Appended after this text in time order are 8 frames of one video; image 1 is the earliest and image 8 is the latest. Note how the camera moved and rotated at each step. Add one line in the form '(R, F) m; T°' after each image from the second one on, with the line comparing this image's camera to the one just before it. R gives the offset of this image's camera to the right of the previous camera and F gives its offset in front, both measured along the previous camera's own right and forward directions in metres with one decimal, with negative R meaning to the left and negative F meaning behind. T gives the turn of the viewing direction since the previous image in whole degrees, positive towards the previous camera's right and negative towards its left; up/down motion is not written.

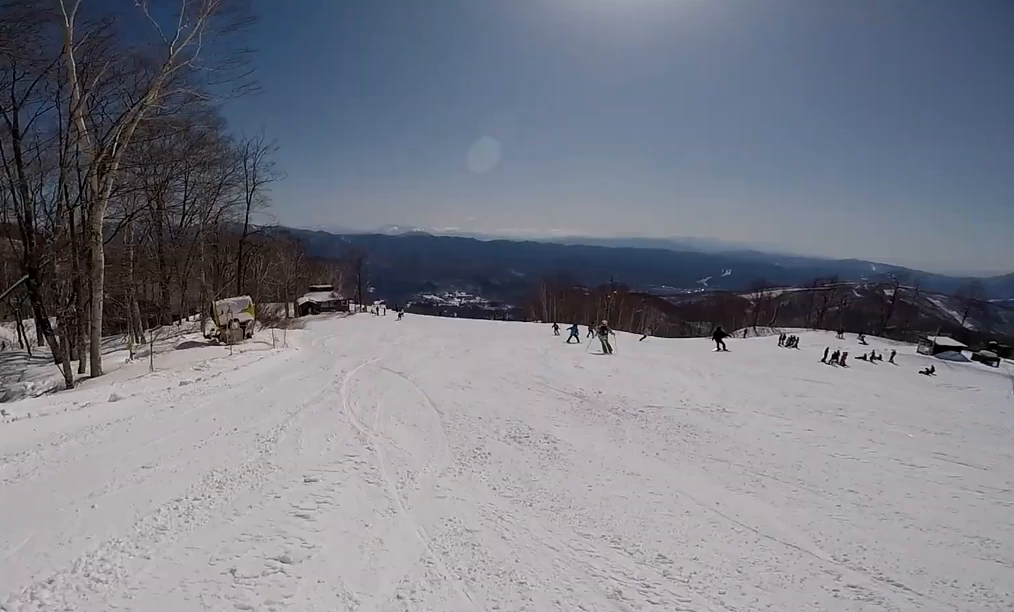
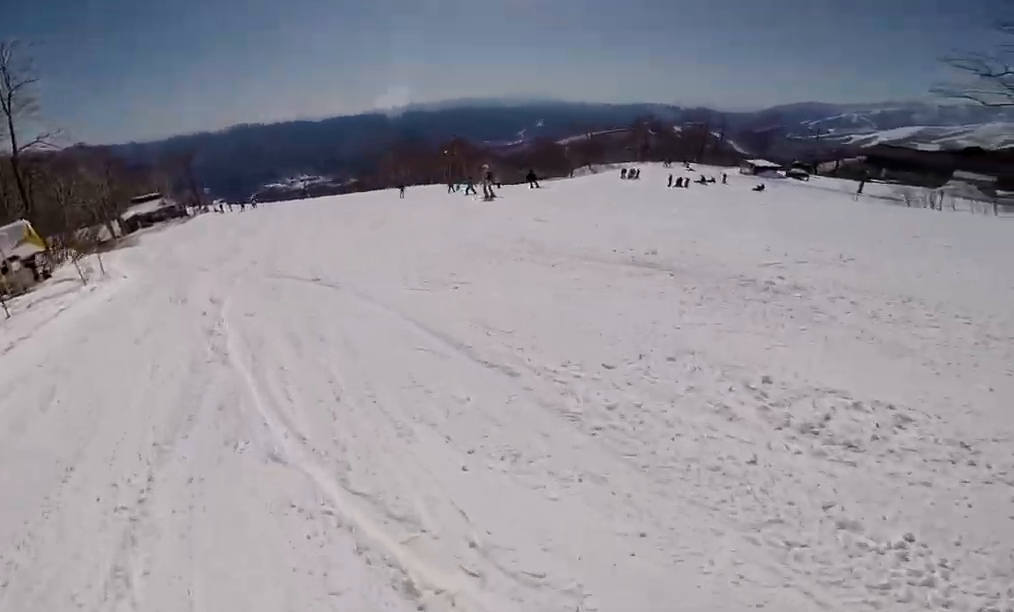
(+0.3, +4.8) m; -2°
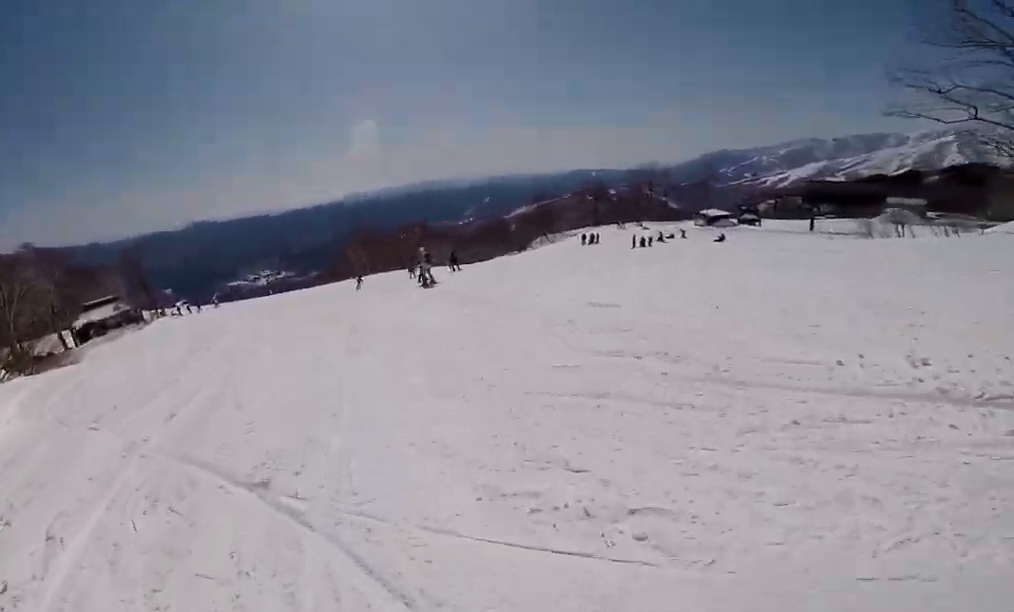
(-0.4, +3.5) m; -6°
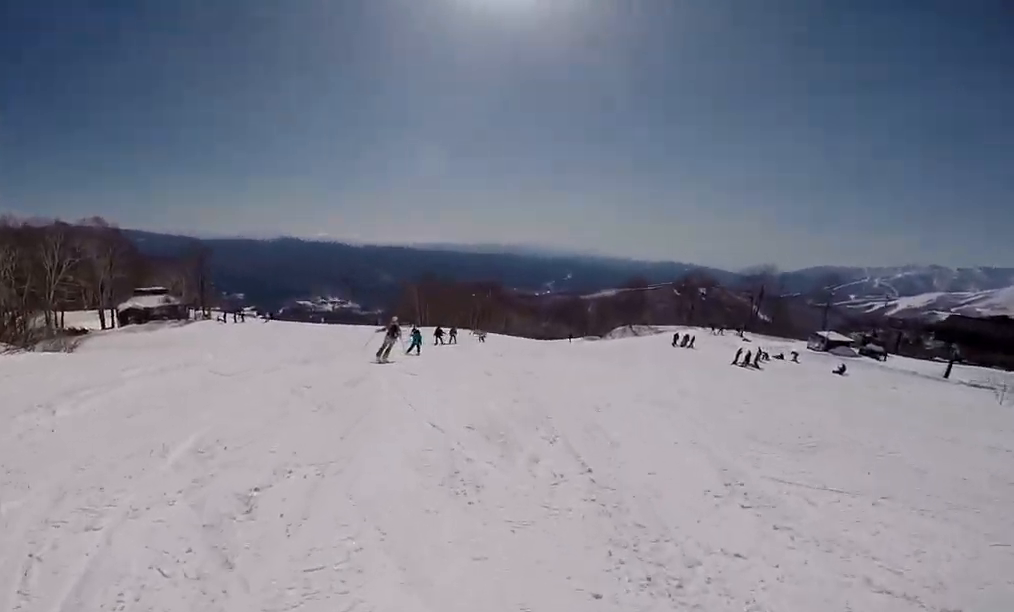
(-0.2, +5.5) m; -3°
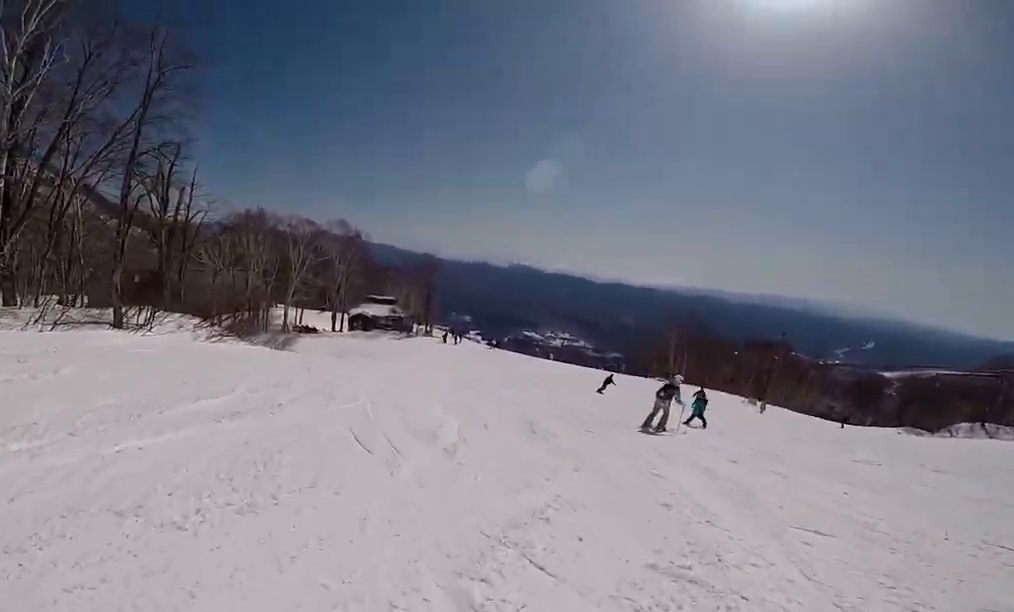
(0.0, +5.9) m; 0°
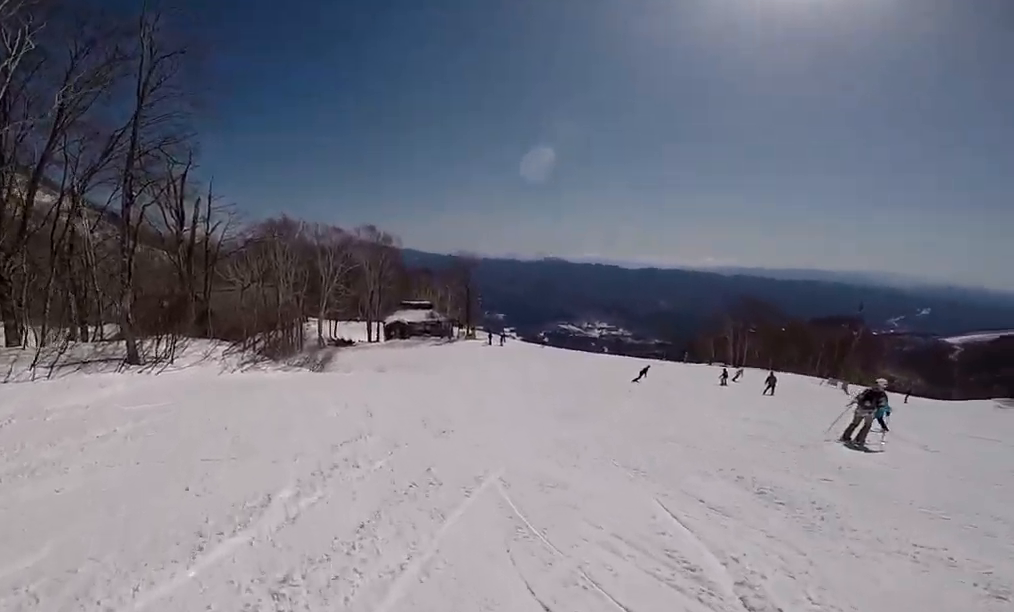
(0.0, +3.6) m; +3°
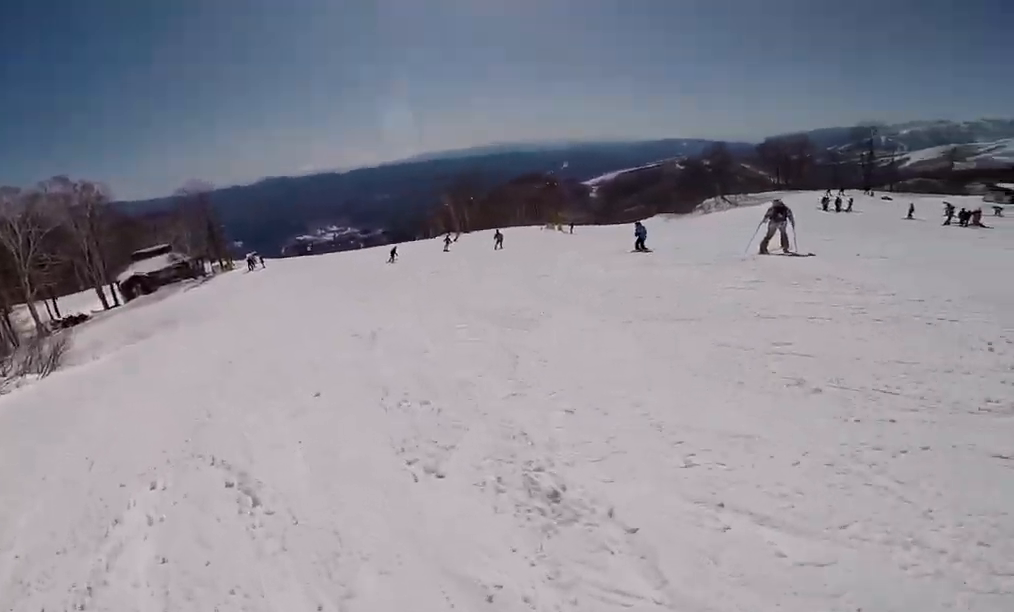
(+0.3, +5.5) m; +7°
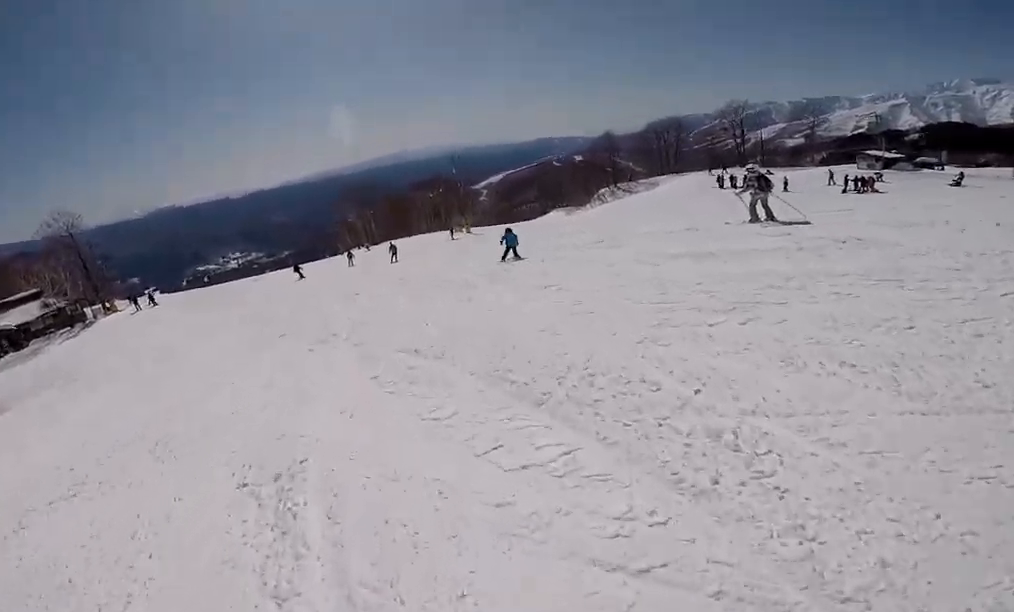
(+0.3, +4.6) m; -1°
